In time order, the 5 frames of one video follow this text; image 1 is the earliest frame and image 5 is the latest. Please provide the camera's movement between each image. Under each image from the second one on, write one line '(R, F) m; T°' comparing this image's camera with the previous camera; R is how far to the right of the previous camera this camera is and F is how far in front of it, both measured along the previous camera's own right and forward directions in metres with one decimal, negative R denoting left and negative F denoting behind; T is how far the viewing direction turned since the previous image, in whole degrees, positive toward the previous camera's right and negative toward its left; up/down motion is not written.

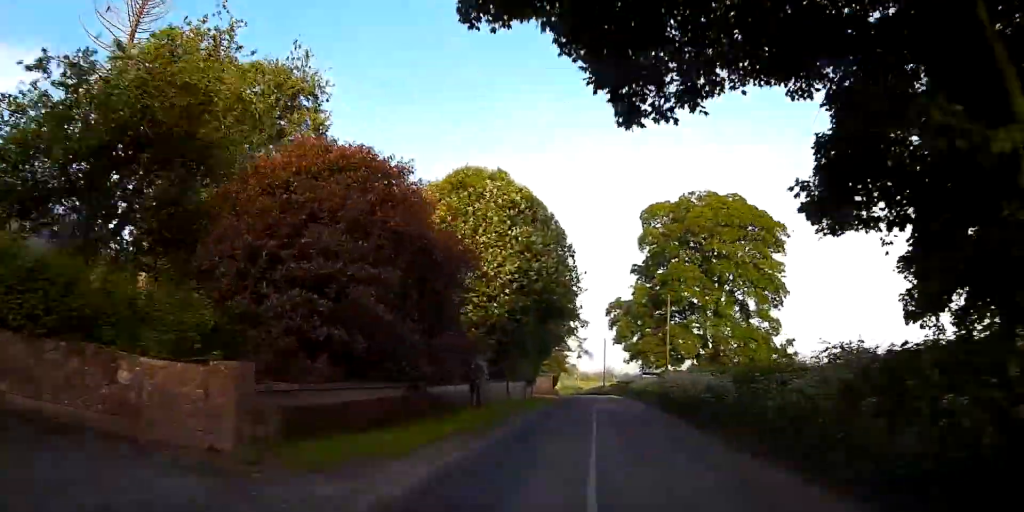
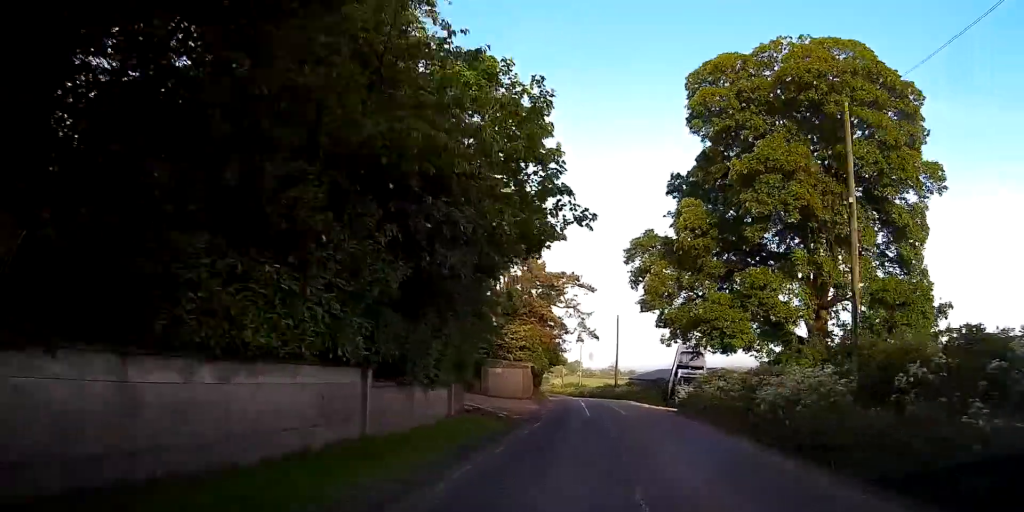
(-0.6, +30.3) m; -1°
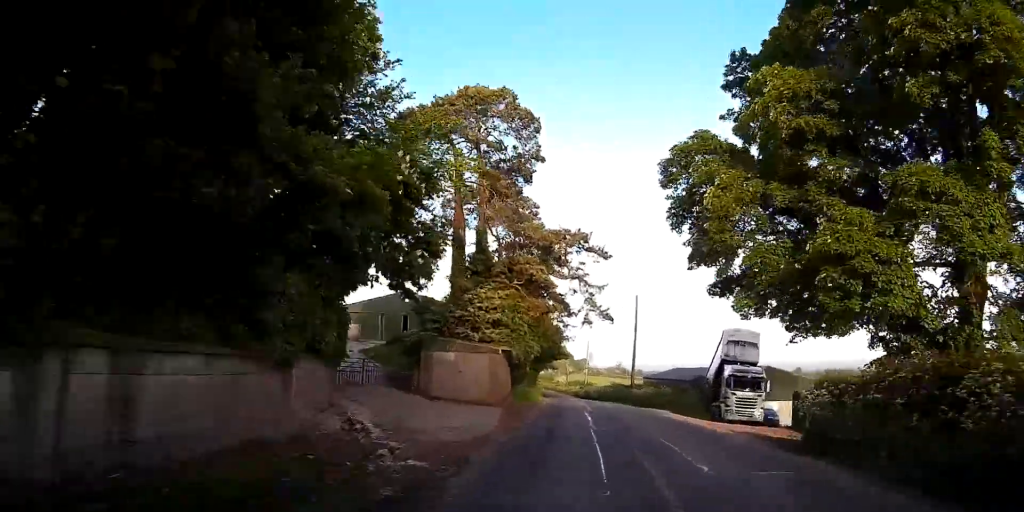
(-0.1, +16.0) m; -1°
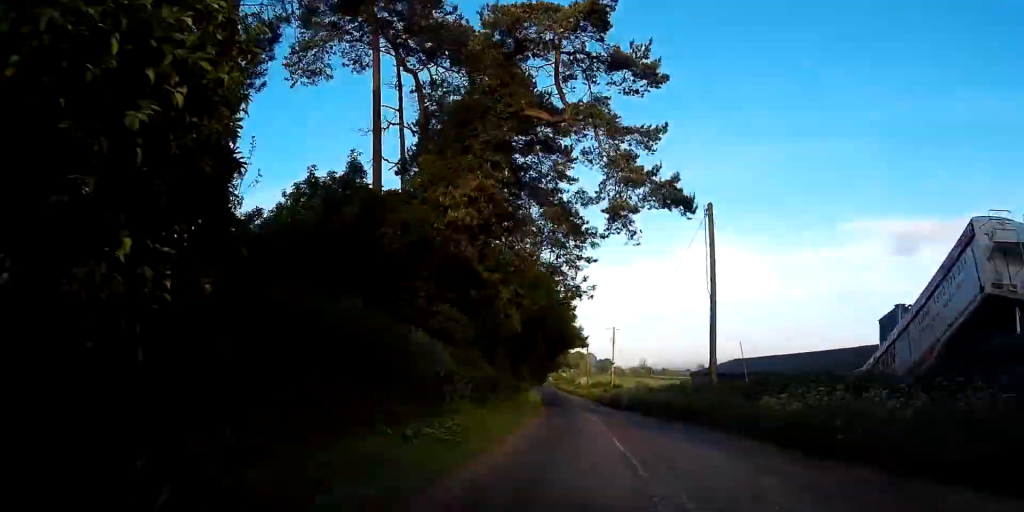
(-0.4, +27.0) m; -2°
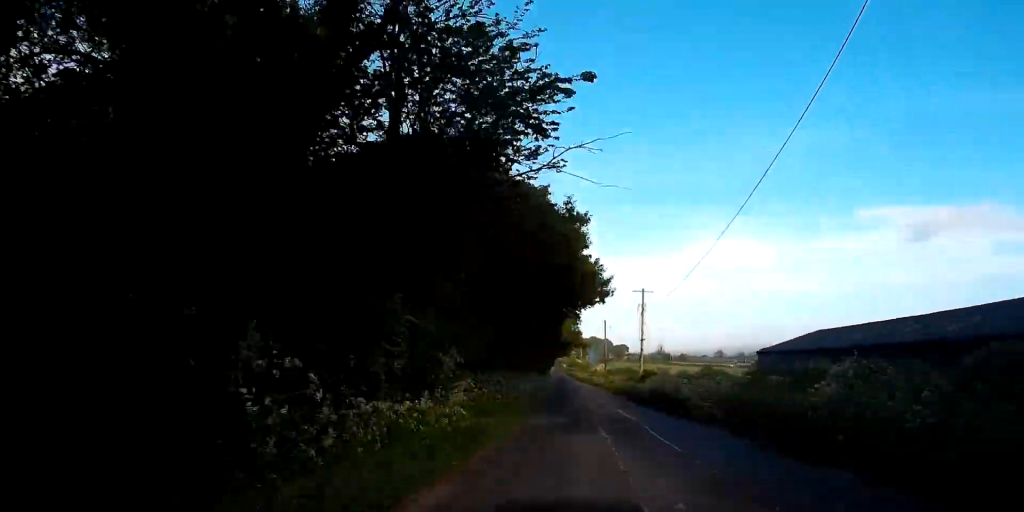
(-0.4, +22.8) m; -1°
